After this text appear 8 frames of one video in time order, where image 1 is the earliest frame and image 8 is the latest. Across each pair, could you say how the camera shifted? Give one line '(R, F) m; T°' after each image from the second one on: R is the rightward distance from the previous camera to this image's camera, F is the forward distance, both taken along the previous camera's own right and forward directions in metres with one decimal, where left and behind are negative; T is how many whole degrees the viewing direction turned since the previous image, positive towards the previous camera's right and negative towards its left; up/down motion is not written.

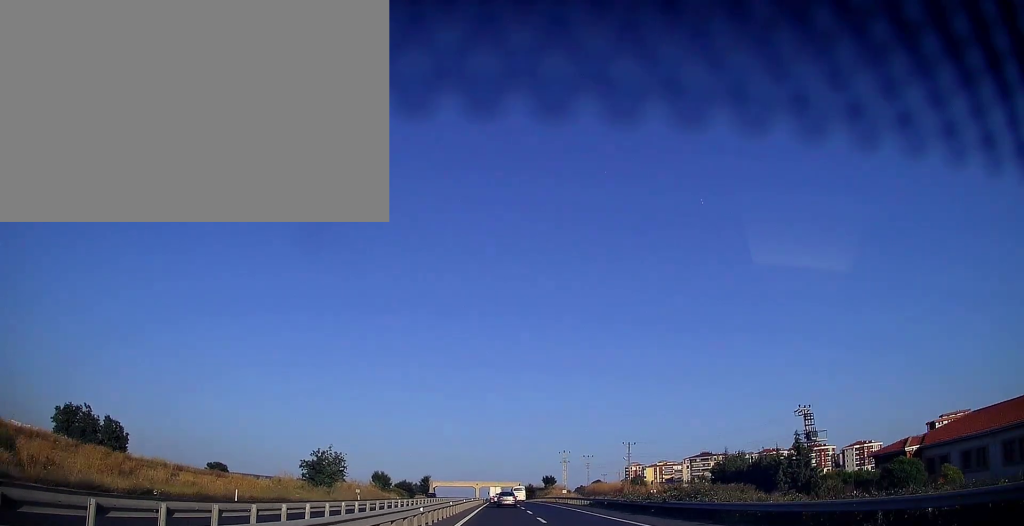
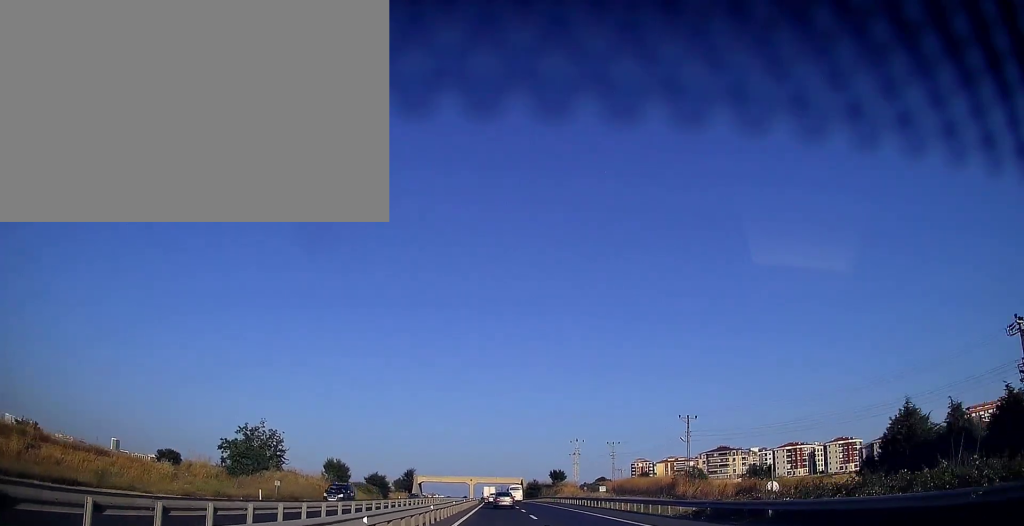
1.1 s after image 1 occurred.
(0.0, +31.9) m; 0°
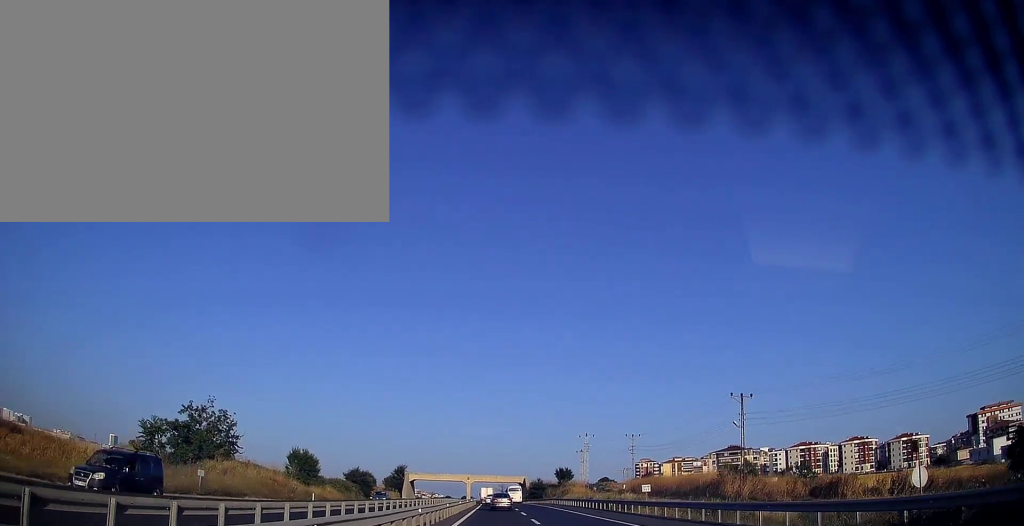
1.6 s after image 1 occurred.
(0.0, +15.4) m; 0°
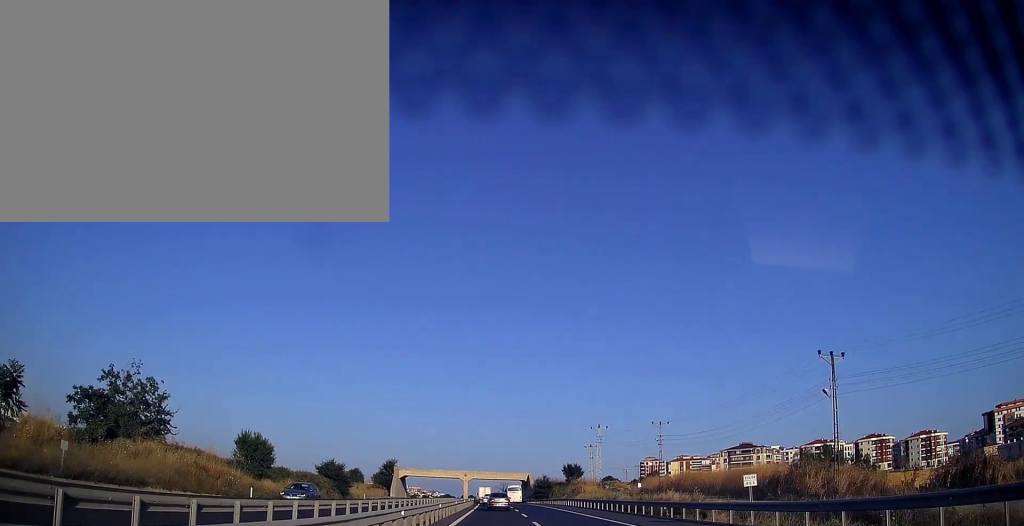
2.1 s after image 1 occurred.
(0.0, +14.3) m; 0°
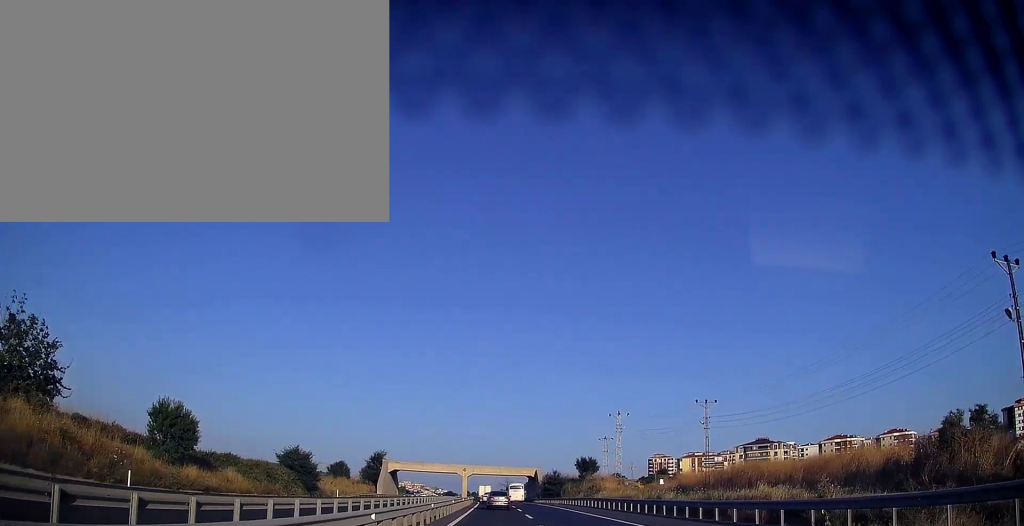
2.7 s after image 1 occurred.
(0.0, +17.1) m; 0°
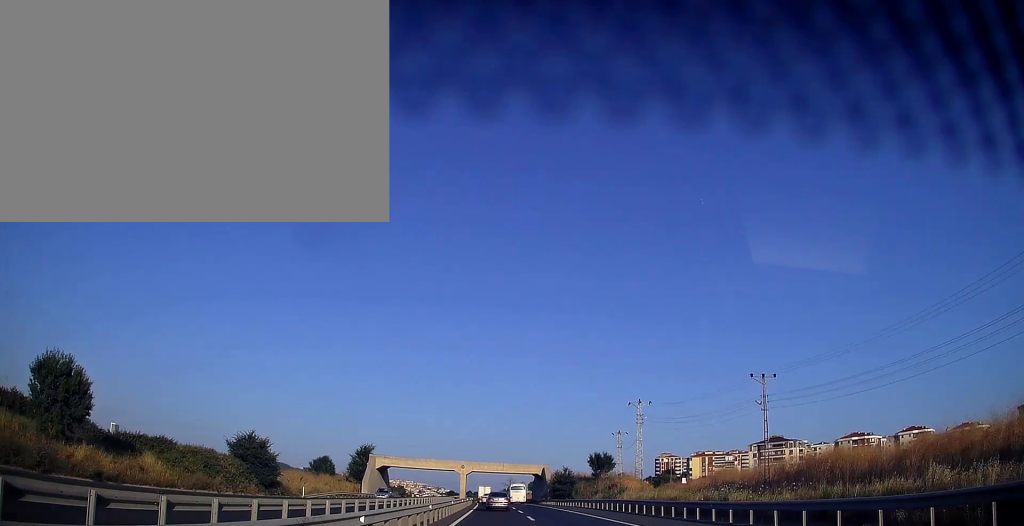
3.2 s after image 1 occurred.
(0.0, +12.3) m; 0°
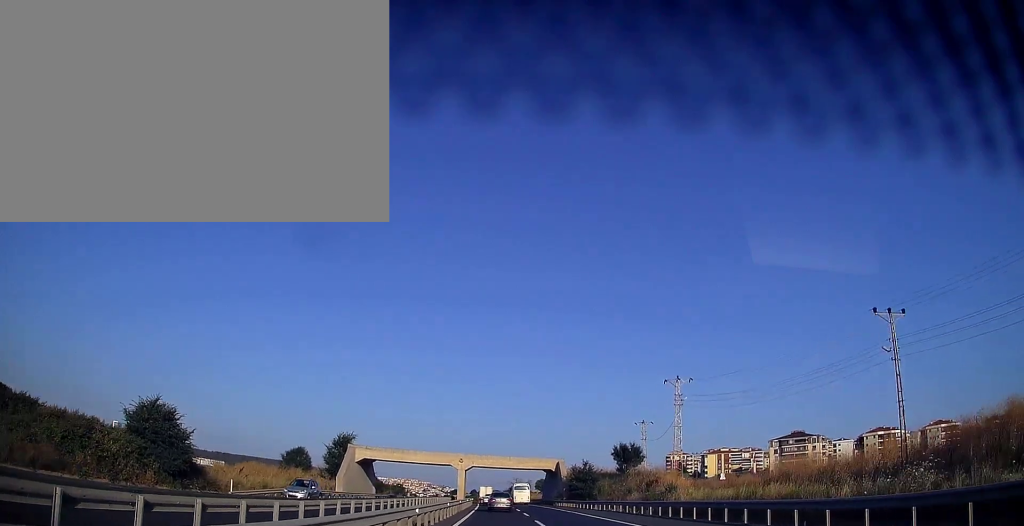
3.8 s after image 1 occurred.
(0.0, +17.1) m; 0°
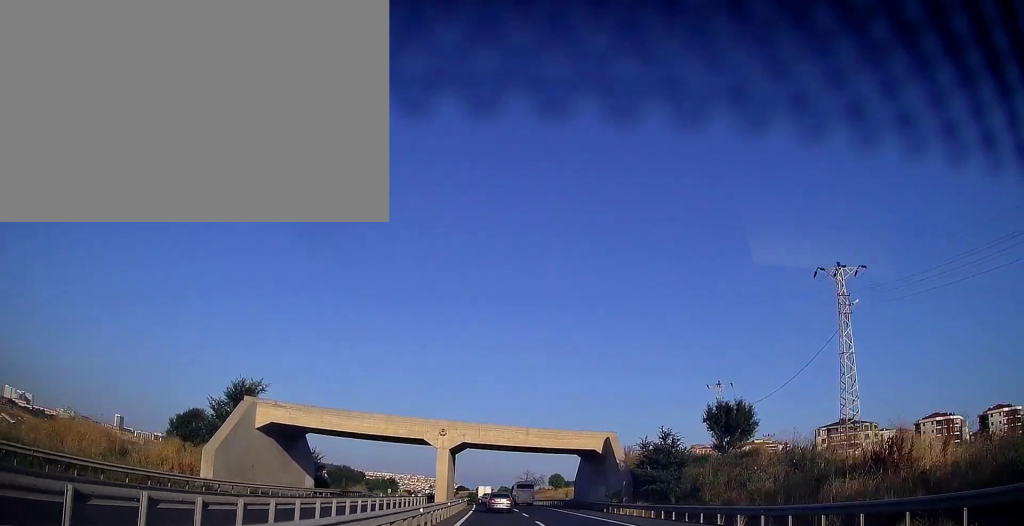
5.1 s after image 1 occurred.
(-0.3, +36.7) m; -1°
